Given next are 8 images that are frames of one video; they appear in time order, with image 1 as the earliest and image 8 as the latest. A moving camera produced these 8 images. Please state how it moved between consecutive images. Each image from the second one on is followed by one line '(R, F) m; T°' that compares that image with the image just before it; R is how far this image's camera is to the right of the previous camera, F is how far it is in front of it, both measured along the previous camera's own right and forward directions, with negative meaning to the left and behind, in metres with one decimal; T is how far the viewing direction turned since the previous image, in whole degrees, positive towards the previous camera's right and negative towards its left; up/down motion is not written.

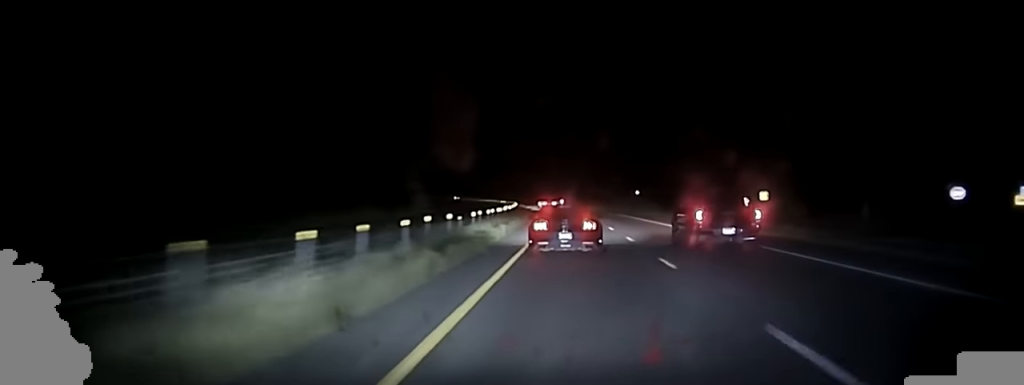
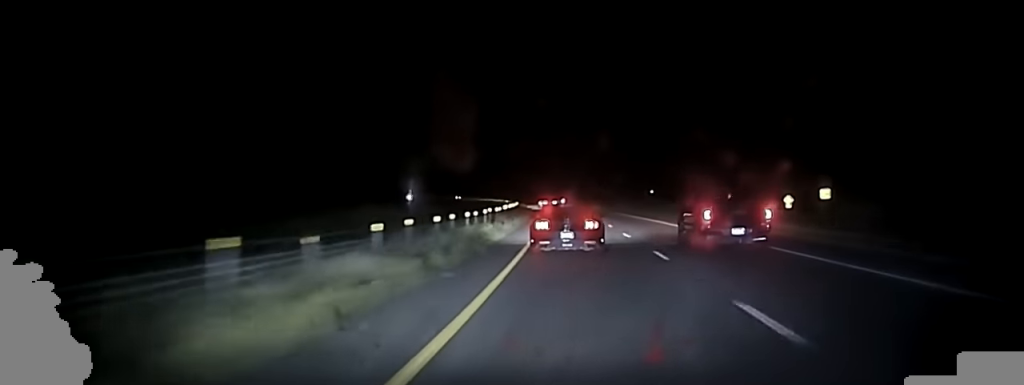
(-0.2, +21.1) m; -1°
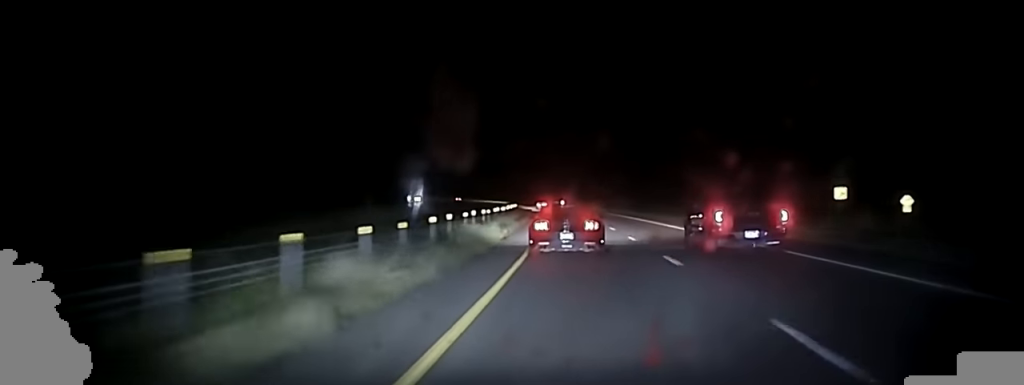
(-0.5, +37.6) m; -1°
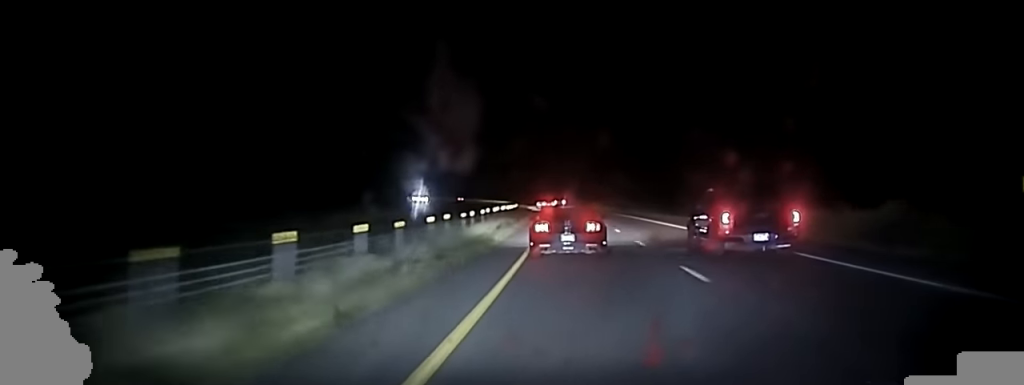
(-0.1, +28.2) m; -1°
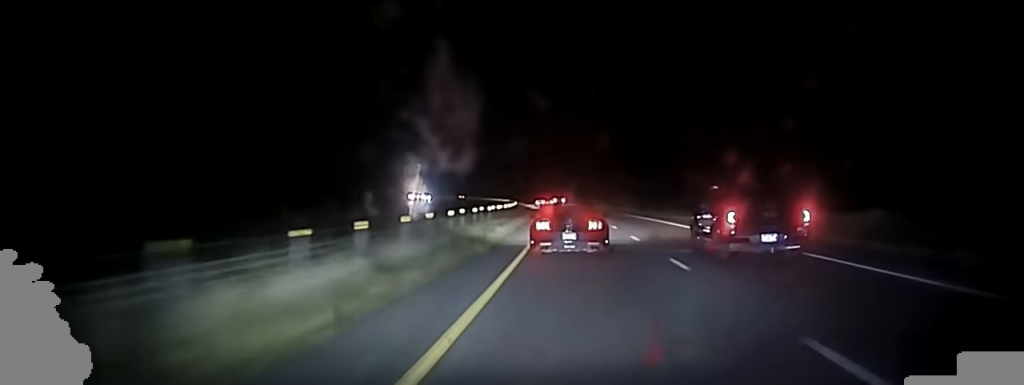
(-0.5, +22.5) m; -1°
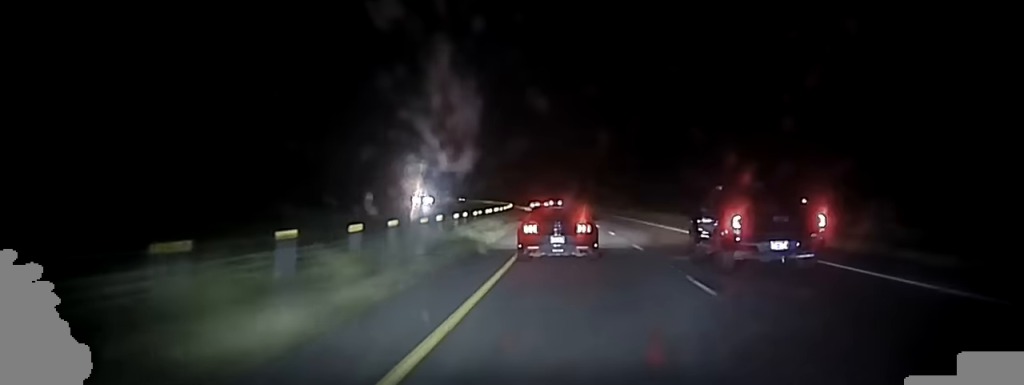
(0.0, +40.5) m; -1°
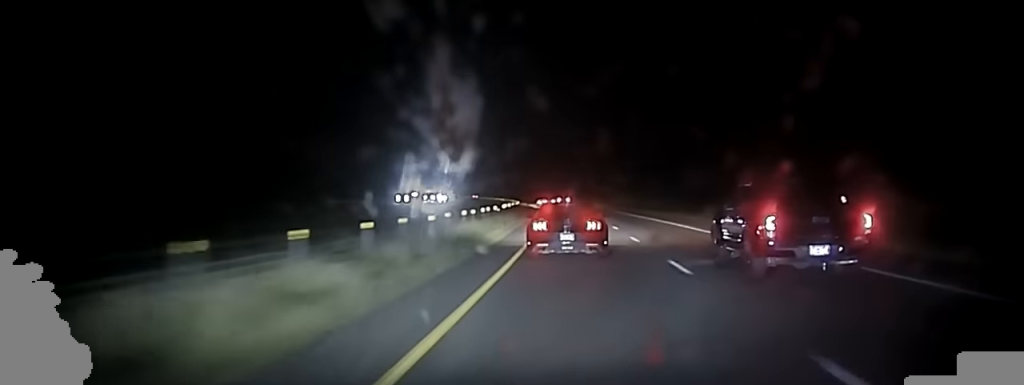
(-0.9, +46.3) m; -1°
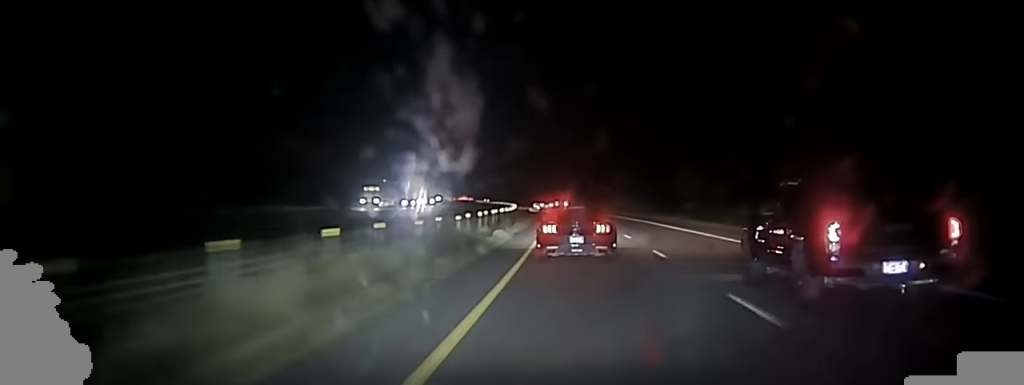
(-1.0, +66.6) m; -2°
